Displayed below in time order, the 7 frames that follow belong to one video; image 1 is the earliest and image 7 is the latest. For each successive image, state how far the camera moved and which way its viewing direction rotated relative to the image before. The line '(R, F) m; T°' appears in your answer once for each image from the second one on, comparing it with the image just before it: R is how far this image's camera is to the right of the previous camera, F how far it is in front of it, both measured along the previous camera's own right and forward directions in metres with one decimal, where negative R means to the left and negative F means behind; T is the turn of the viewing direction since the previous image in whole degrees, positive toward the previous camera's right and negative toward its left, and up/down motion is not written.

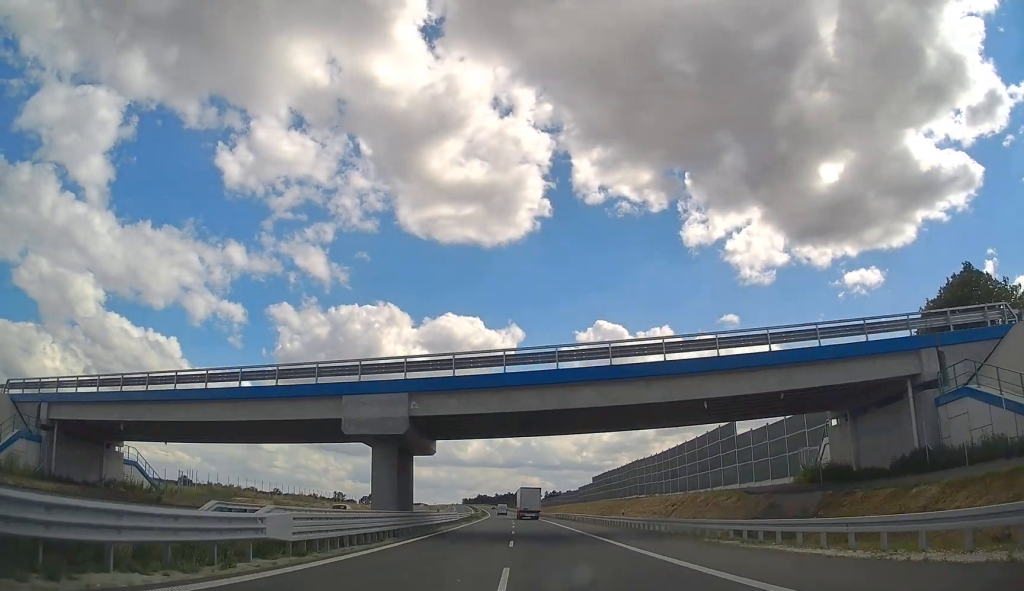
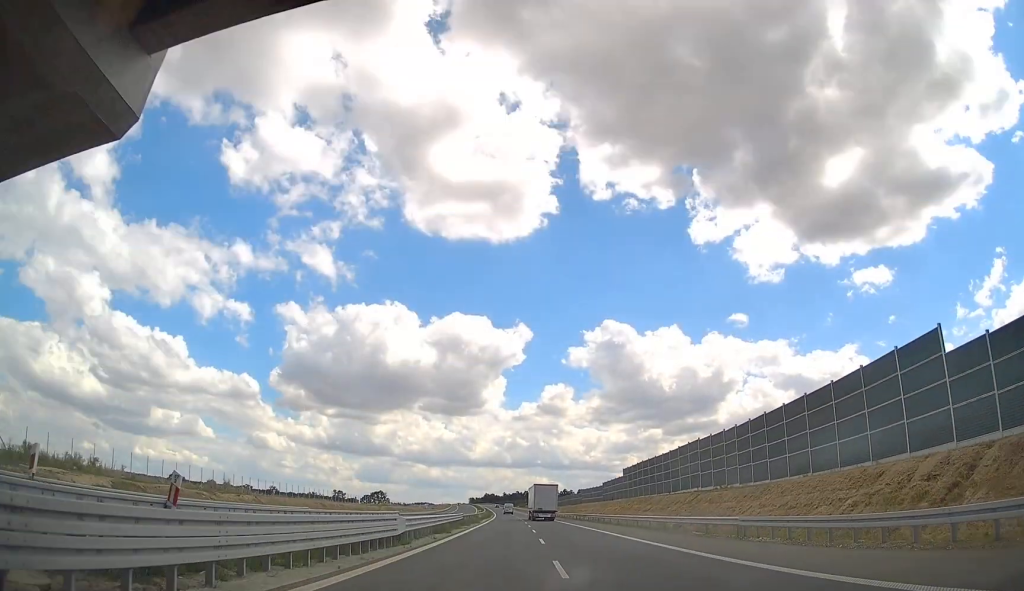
(-0.2, +34.0) m; -1°
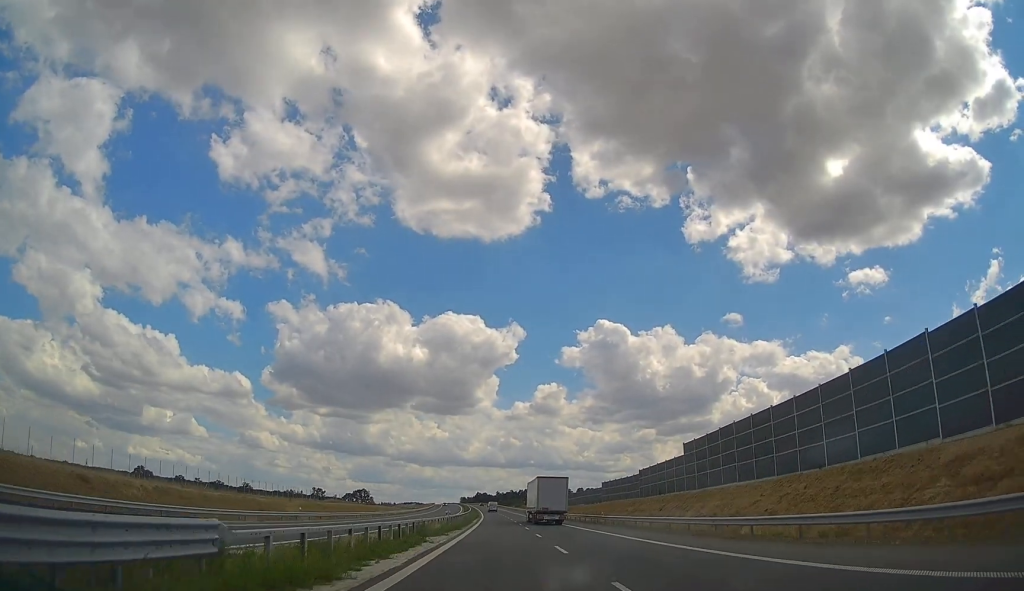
(-0.6, +52.3) m; -1°
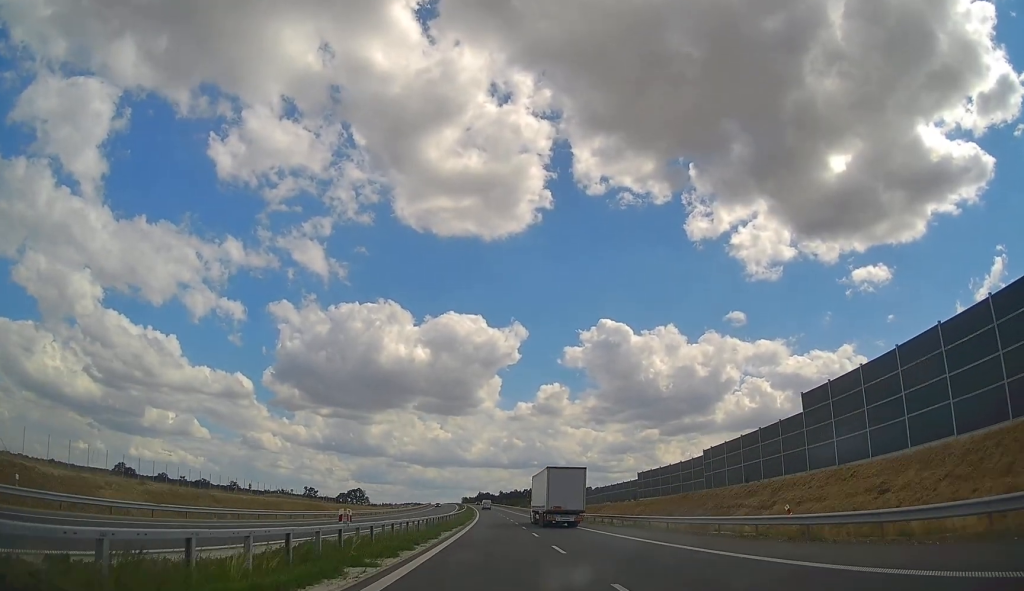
(0.0, +36.5) m; 0°
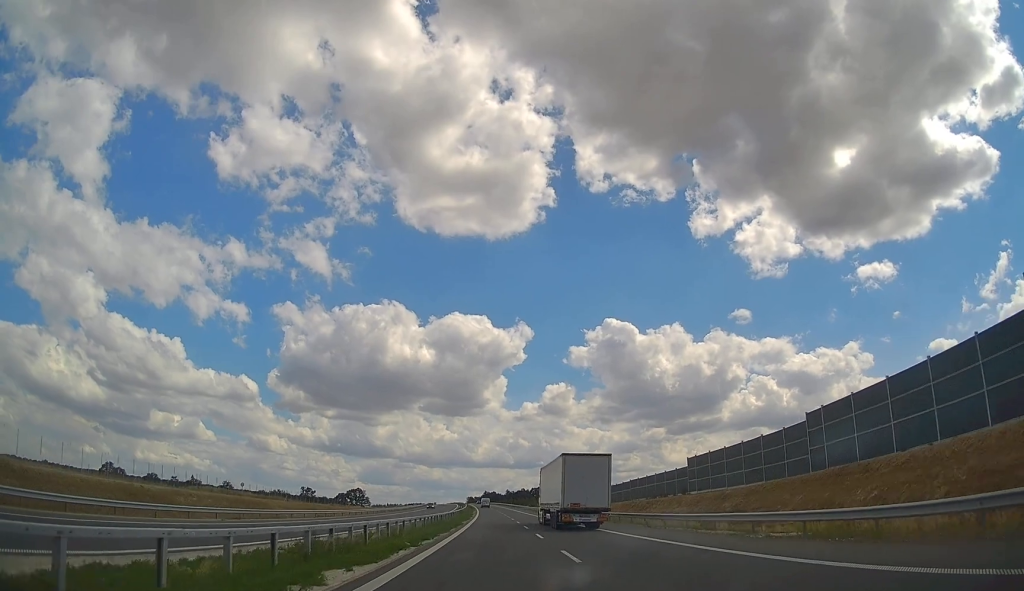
(0.0, +27.5) m; 0°
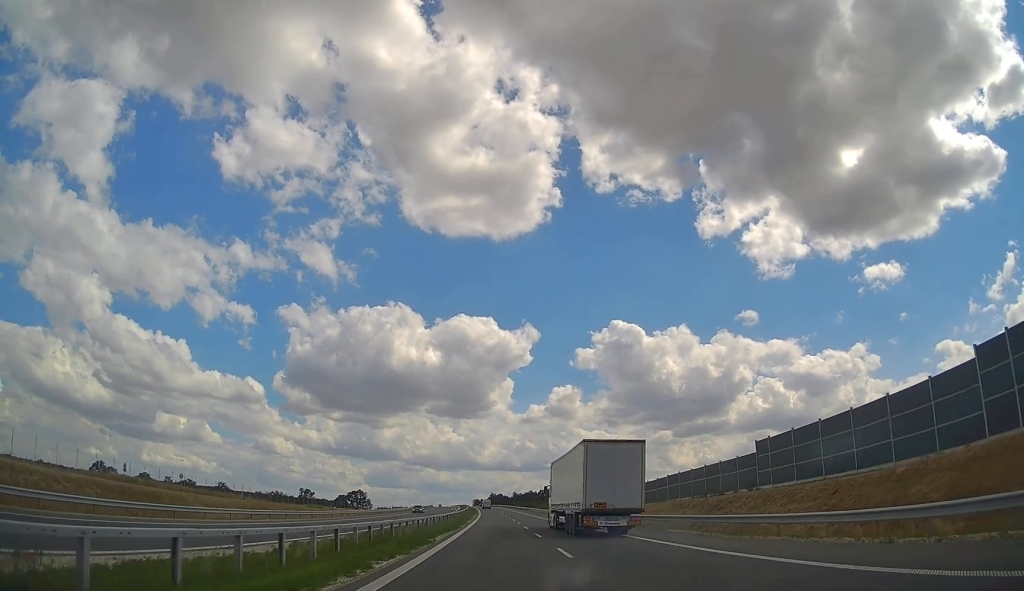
(-0.2, +21.9) m; 0°
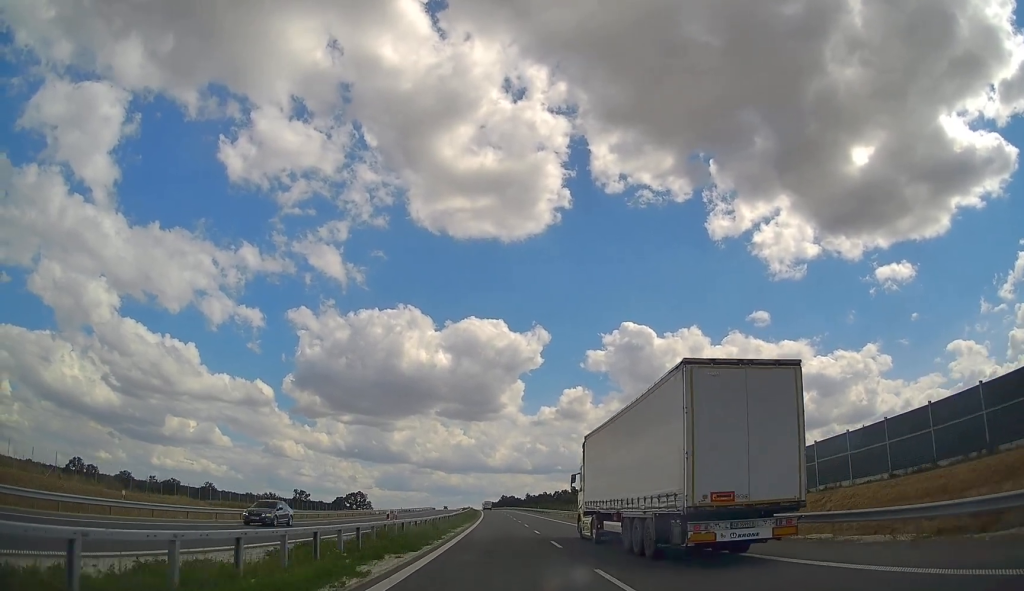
(-0.2, +42.9) m; -1°
